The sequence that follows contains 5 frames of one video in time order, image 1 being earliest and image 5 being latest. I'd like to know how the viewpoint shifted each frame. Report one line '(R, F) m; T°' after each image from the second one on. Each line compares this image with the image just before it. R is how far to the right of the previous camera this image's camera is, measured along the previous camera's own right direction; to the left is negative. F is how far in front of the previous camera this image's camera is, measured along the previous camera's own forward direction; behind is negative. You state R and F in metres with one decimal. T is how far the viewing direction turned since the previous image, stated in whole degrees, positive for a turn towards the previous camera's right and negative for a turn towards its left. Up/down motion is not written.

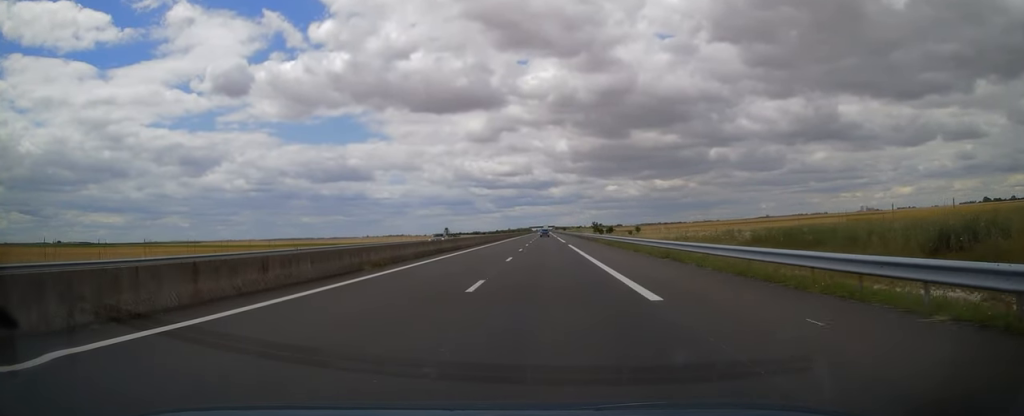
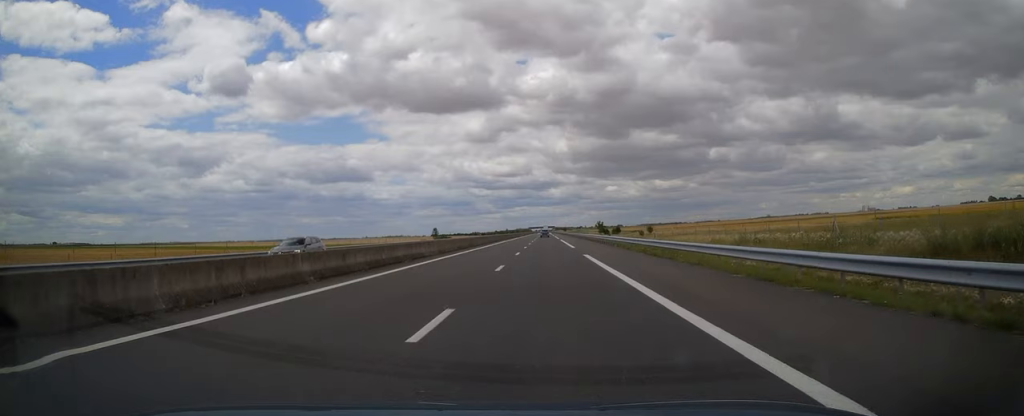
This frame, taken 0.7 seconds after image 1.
(-0.3, +19.1) m; -1°
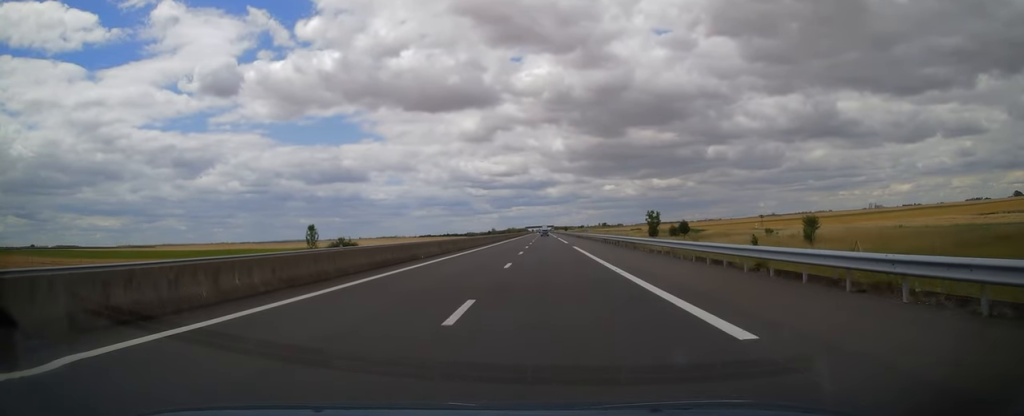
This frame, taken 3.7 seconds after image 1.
(+0.6, +89.3) m; +1°
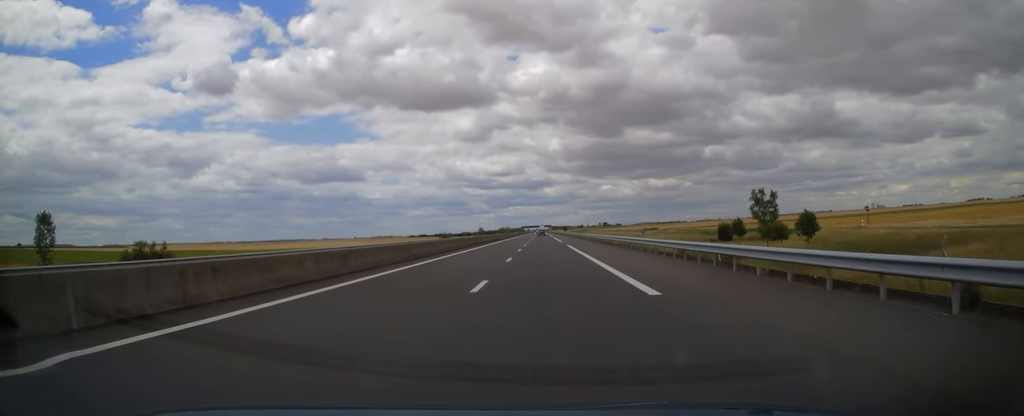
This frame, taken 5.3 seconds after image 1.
(+0.5, +47.3) m; 0°
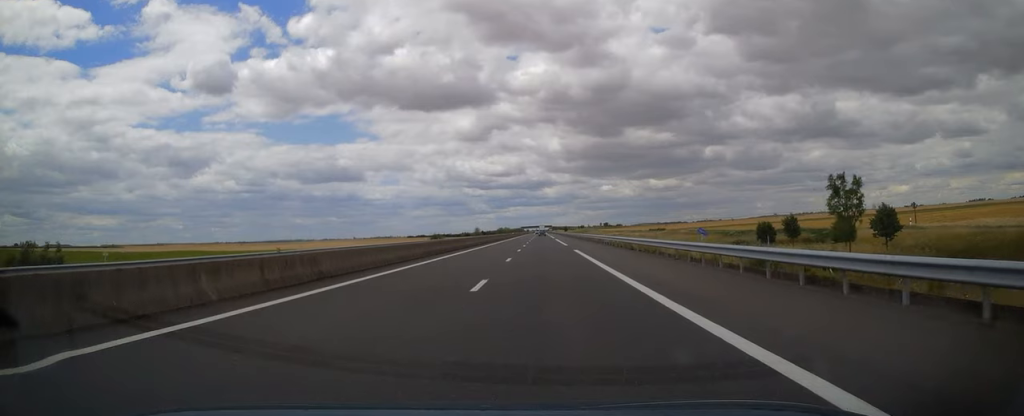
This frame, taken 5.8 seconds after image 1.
(+0.1, +12.7) m; 0°
